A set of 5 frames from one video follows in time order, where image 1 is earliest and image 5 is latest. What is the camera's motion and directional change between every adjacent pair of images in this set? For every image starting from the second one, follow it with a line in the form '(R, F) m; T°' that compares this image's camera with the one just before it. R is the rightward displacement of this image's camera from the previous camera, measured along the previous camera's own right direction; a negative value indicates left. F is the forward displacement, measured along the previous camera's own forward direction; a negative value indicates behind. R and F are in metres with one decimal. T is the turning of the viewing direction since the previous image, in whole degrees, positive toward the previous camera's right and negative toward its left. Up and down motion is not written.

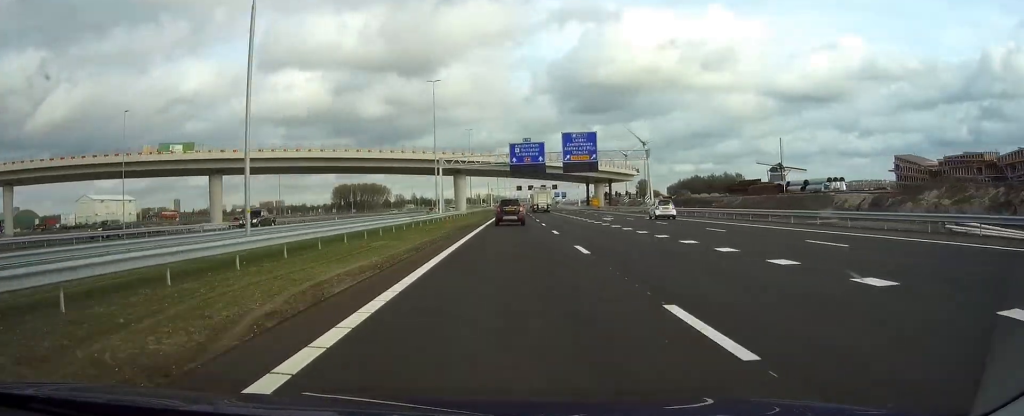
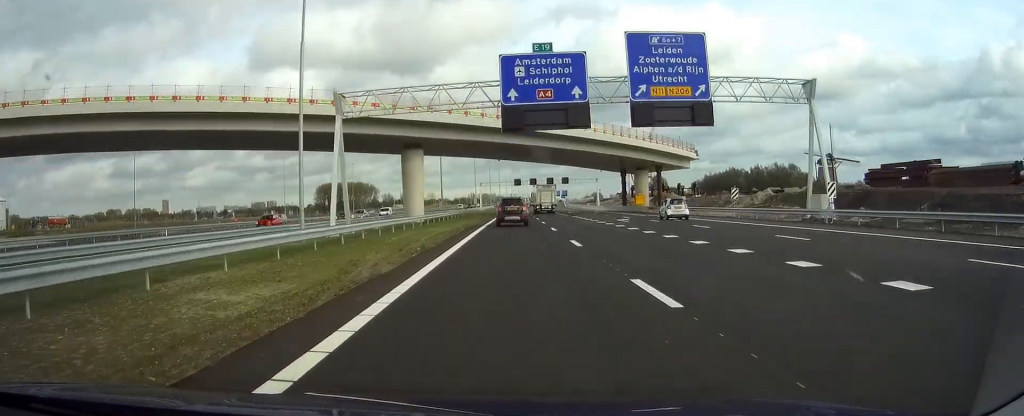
(-0.1, +56.9) m; 0°
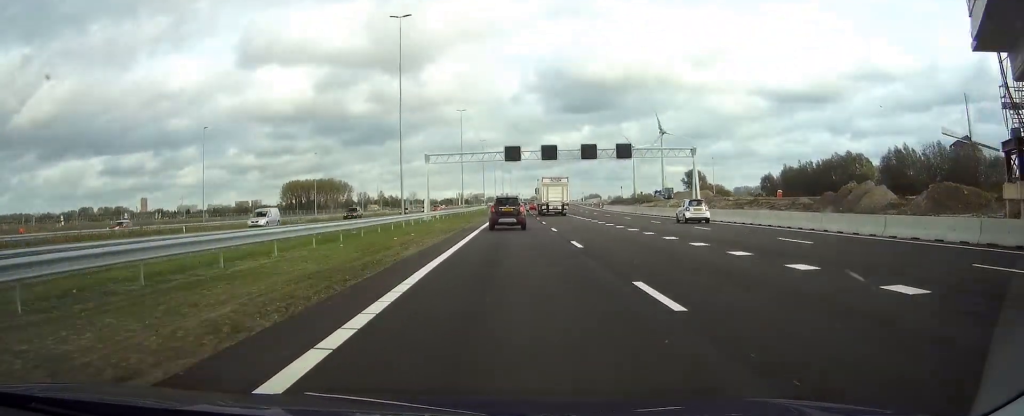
(+0.3, +96.2) m; +1°
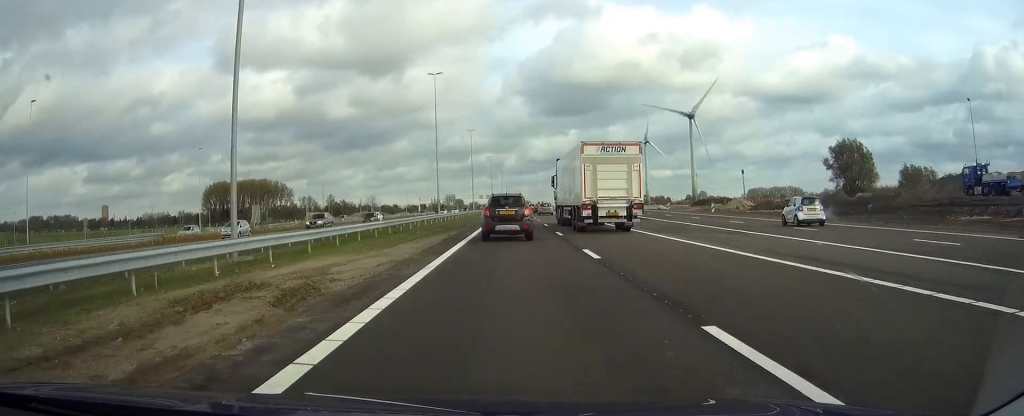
(+2.5, +158.7) m; +2°
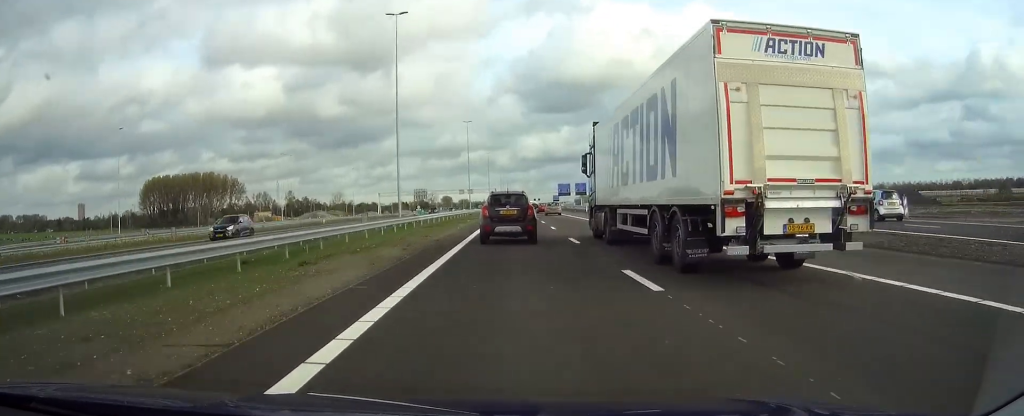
(+0.3, +89.9) m; 0°
